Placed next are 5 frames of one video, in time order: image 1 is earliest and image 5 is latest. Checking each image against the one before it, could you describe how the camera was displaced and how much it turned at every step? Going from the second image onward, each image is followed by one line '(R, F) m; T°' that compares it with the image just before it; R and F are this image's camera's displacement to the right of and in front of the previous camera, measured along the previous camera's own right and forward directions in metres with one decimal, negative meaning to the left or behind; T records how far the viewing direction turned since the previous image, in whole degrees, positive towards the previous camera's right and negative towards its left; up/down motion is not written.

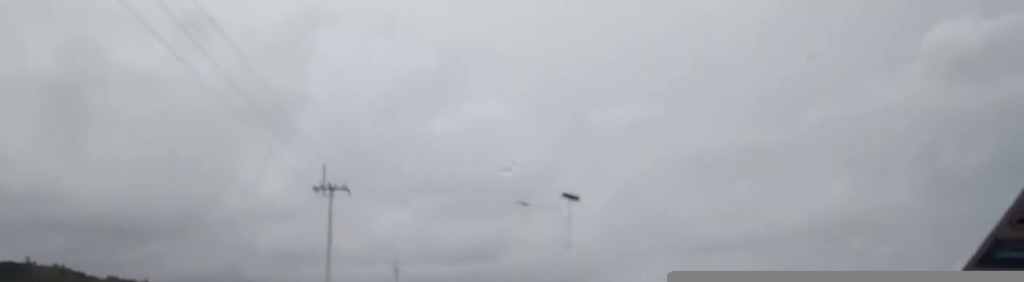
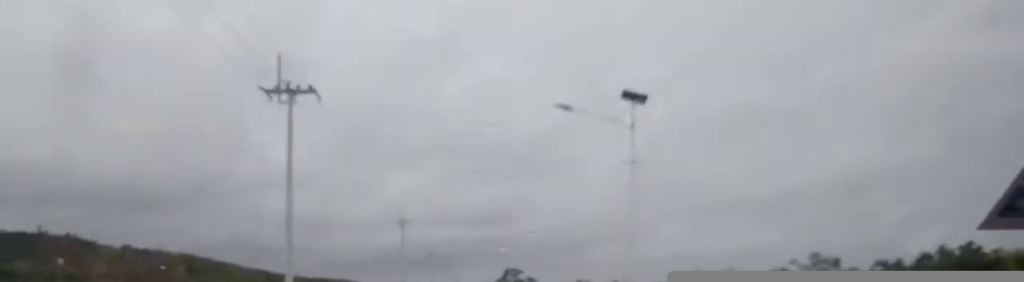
(-0.1, +13.0) m; 0°
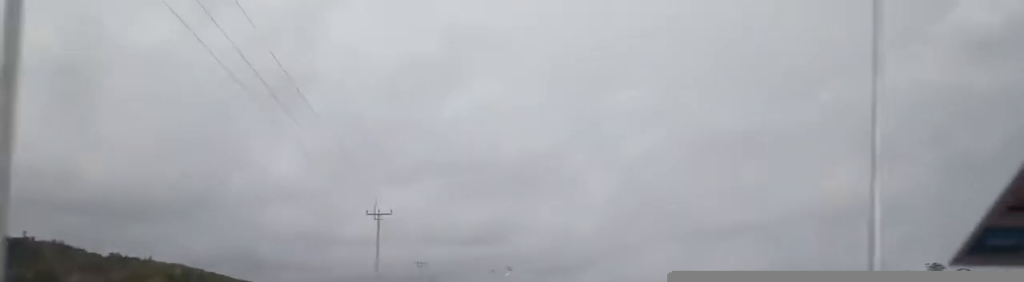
(+0.2, +18.9) m; -1°
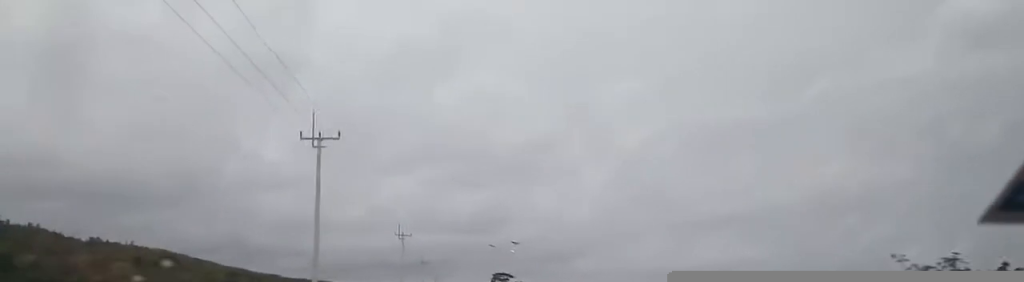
(-0.6, +23.3) m; -1°
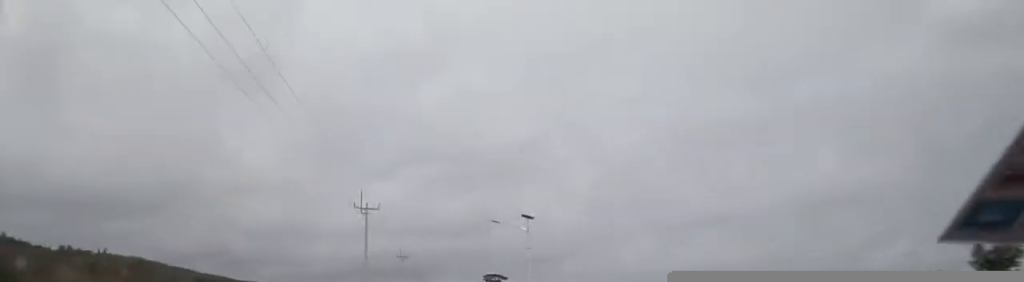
(+0.1, +27.0) m; 0°
